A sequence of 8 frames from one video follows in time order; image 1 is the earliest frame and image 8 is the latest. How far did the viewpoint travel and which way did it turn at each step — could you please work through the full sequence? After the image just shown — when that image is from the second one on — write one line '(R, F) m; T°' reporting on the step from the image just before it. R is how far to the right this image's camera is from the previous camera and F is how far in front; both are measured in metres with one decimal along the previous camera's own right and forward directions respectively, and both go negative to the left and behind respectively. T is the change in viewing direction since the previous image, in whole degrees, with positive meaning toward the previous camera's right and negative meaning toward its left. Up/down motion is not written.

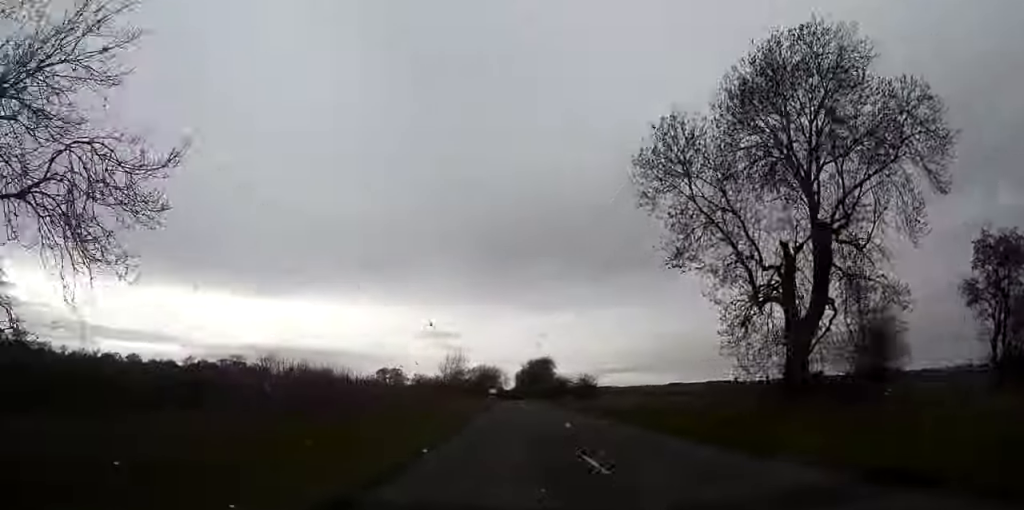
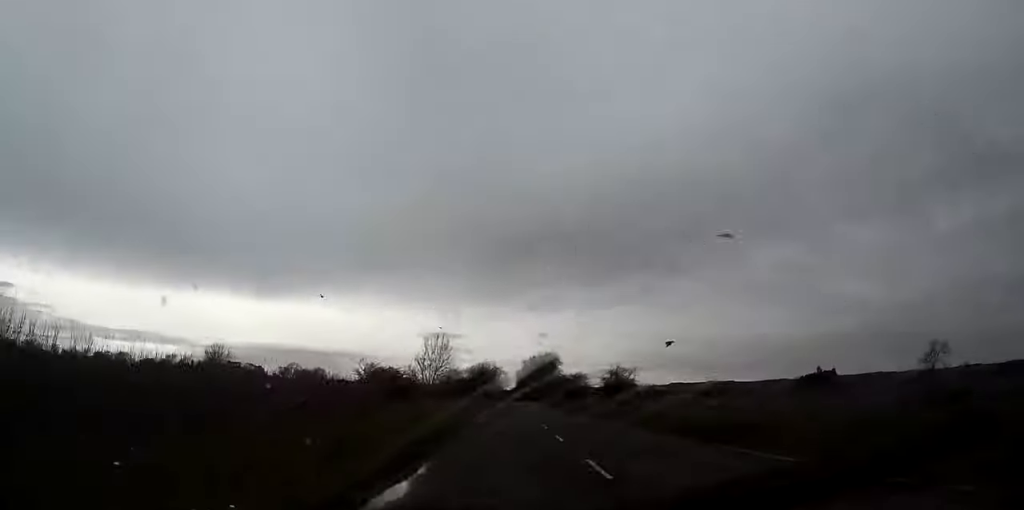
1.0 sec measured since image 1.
(0.0, +27.7) m; 0°
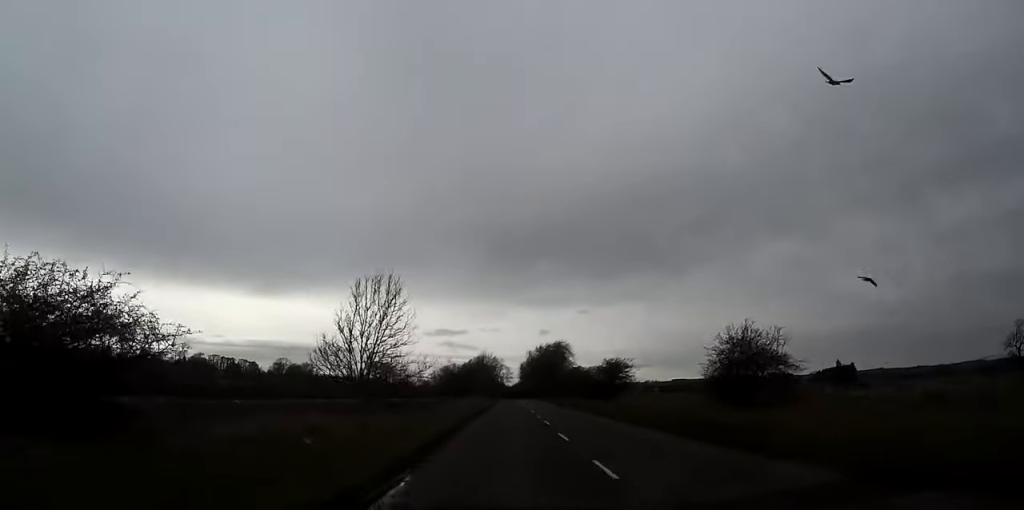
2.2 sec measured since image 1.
(+0.1, +36.4) m; 0°
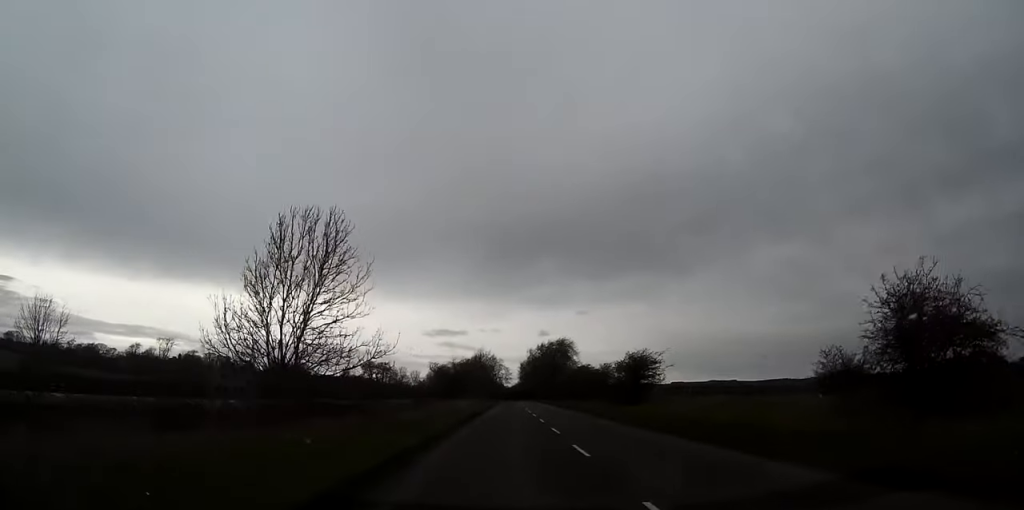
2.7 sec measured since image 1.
(0.0, +14.3) m; 0°
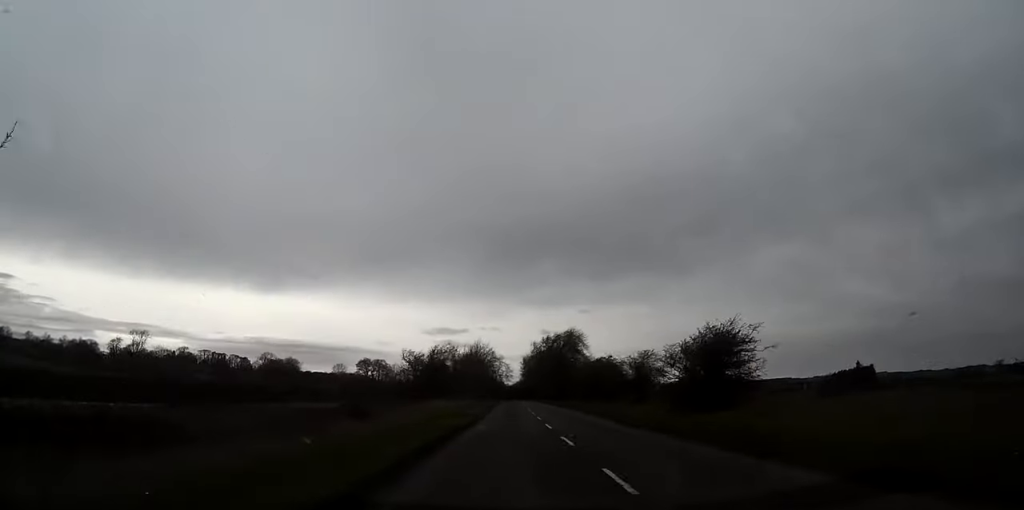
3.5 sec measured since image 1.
(0.0, +22.9) m; 0°
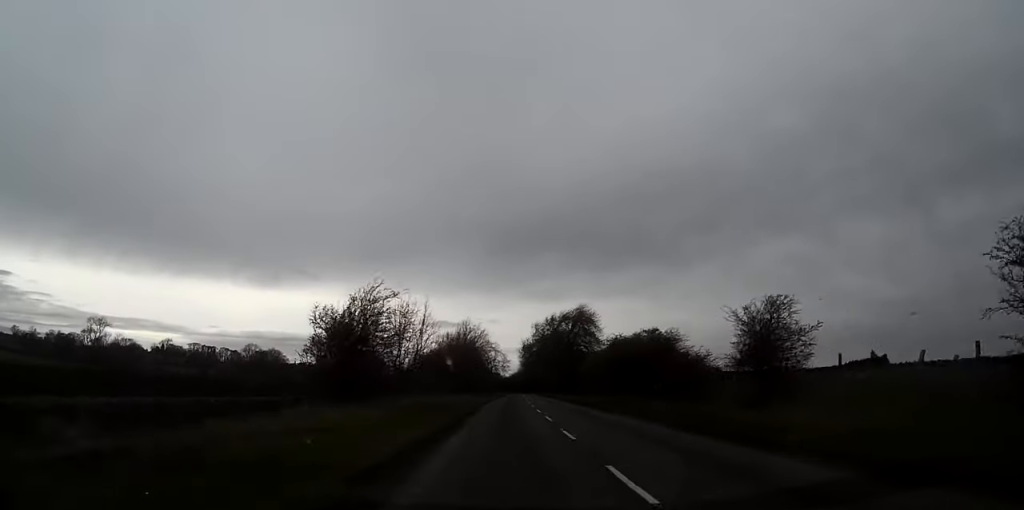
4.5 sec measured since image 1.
(0.0, +28.7) m; 0°
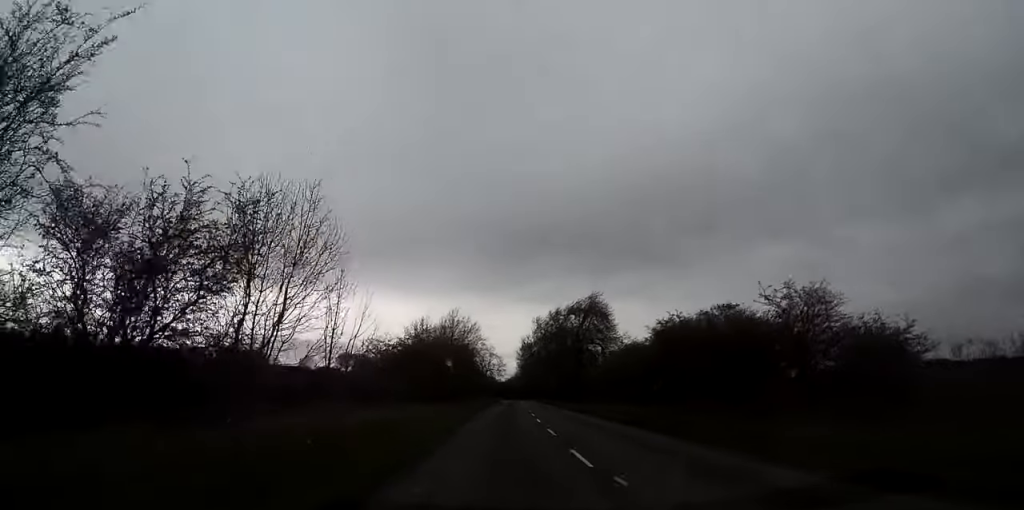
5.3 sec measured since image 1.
(0.0, +22.0) m; 0°
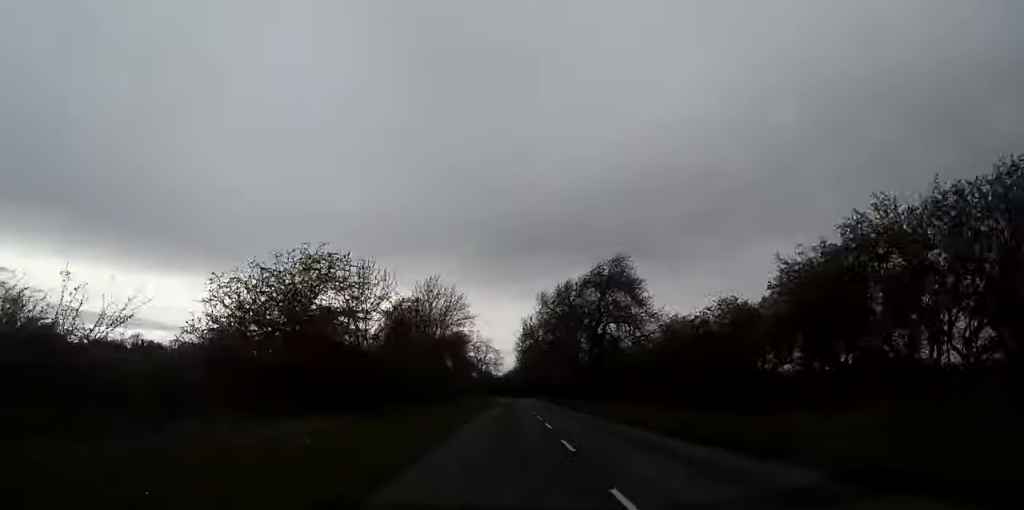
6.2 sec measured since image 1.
(+0.1, +24.8) m; 0°
